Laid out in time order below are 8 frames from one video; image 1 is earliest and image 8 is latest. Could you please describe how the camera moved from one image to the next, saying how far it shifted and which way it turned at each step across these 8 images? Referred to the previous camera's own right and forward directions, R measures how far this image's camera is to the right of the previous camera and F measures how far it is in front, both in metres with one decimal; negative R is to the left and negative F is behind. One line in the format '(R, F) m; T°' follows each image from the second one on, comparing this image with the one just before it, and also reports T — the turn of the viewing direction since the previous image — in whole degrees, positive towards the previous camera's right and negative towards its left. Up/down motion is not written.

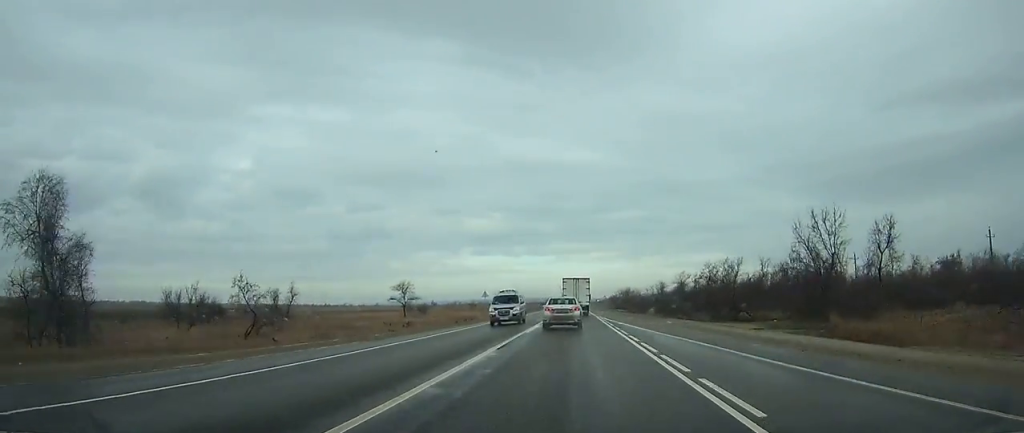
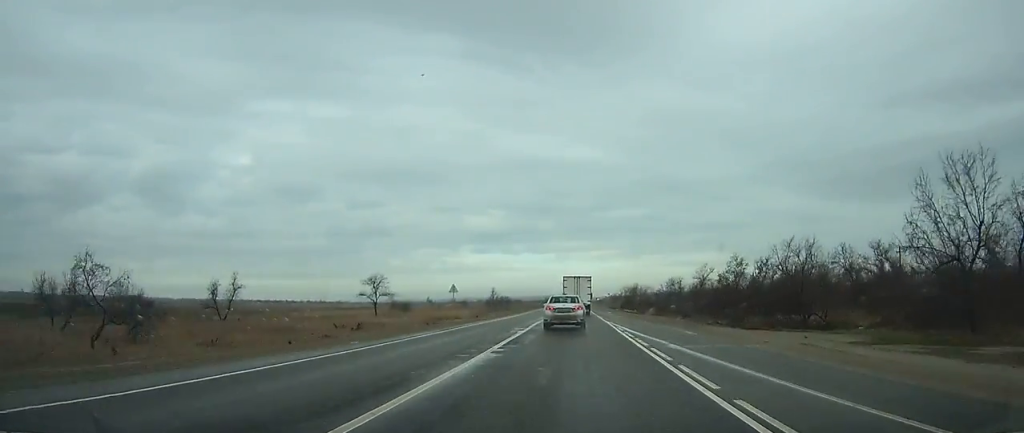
(0.0, +17.3) m; 0°
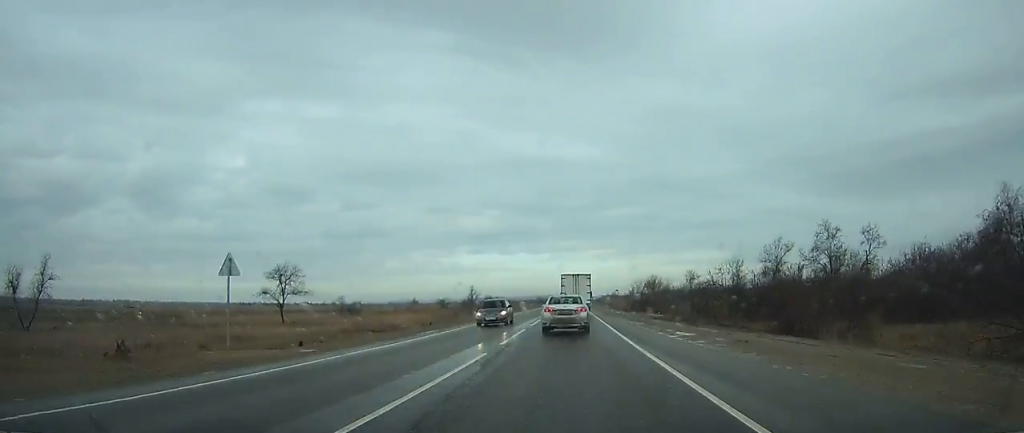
(+0.1, +33.0) m; 0°
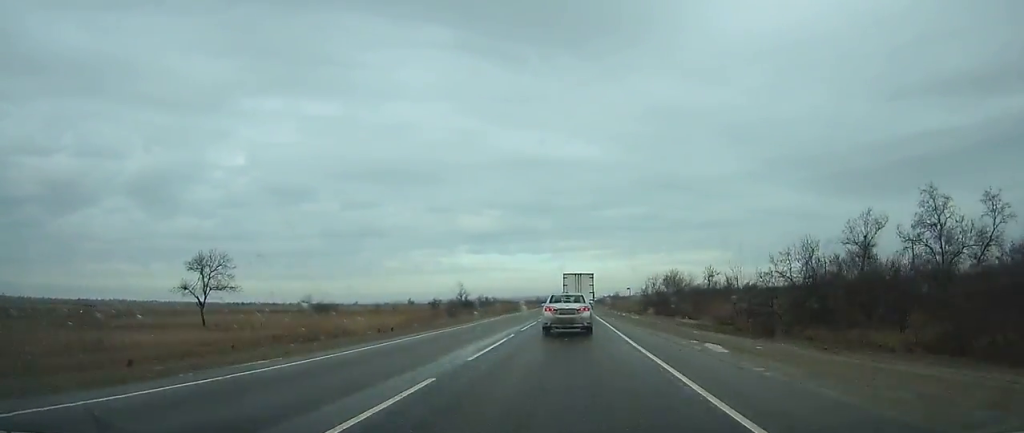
(+0.1, +16.8) m; 0°
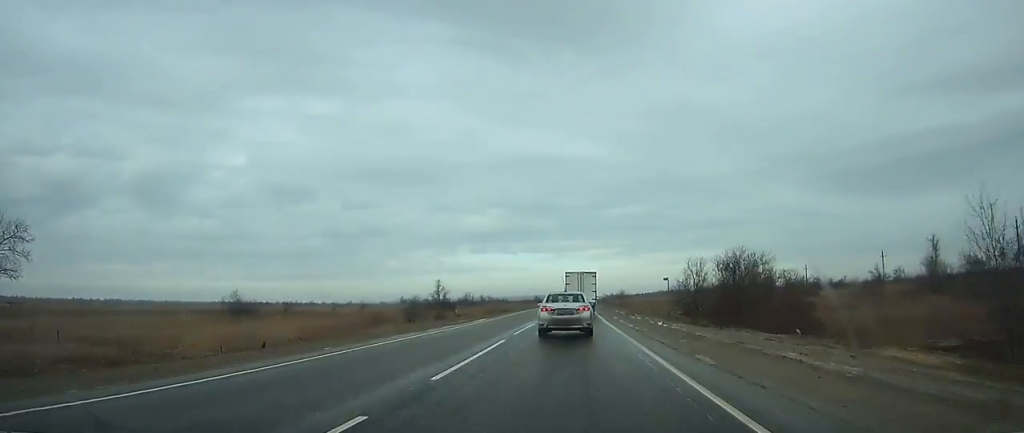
(+0.1, +26.9) m; 0°
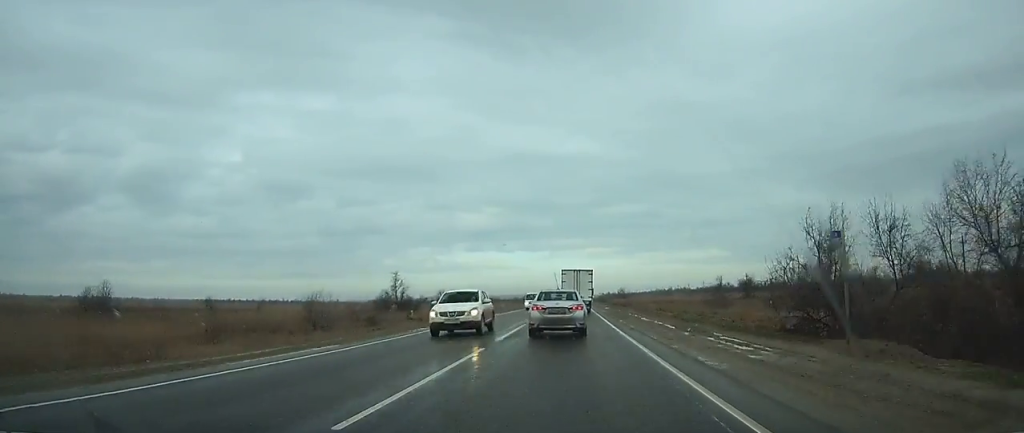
(0.0, +27.6) m; 0°
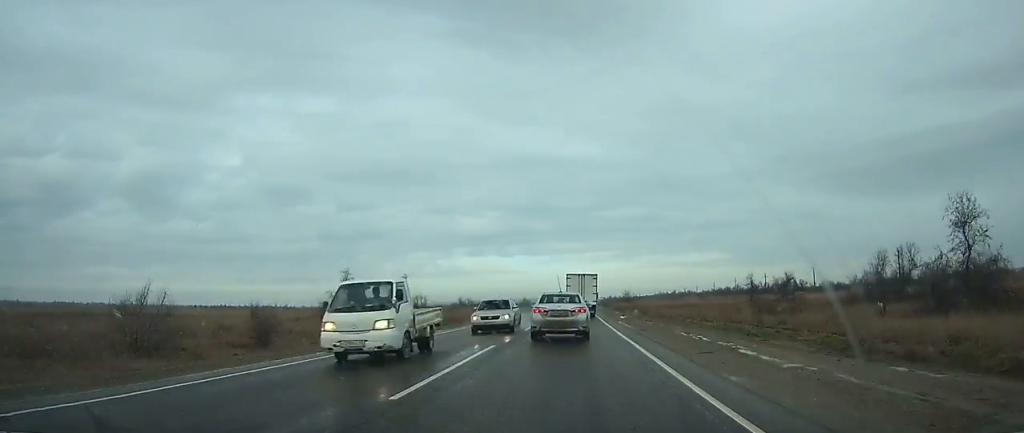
(0.0, +22.1) m; 0°
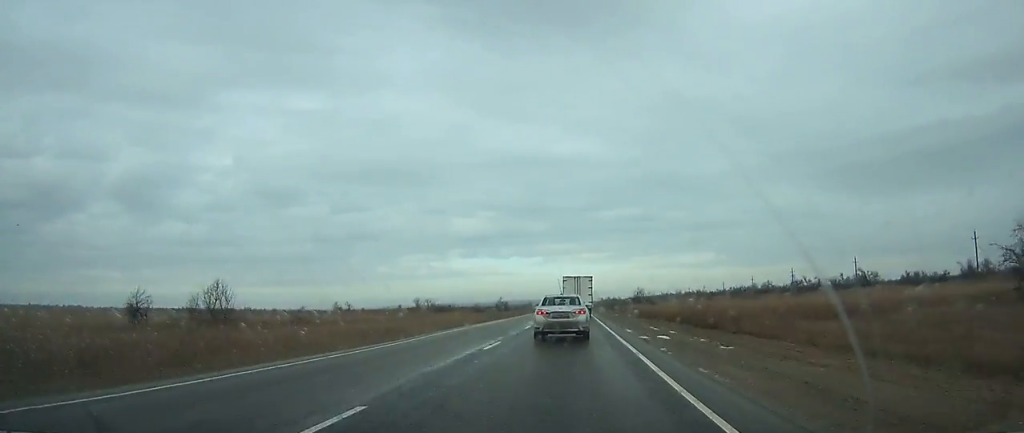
(+0.1, +69.2) m; 0°
